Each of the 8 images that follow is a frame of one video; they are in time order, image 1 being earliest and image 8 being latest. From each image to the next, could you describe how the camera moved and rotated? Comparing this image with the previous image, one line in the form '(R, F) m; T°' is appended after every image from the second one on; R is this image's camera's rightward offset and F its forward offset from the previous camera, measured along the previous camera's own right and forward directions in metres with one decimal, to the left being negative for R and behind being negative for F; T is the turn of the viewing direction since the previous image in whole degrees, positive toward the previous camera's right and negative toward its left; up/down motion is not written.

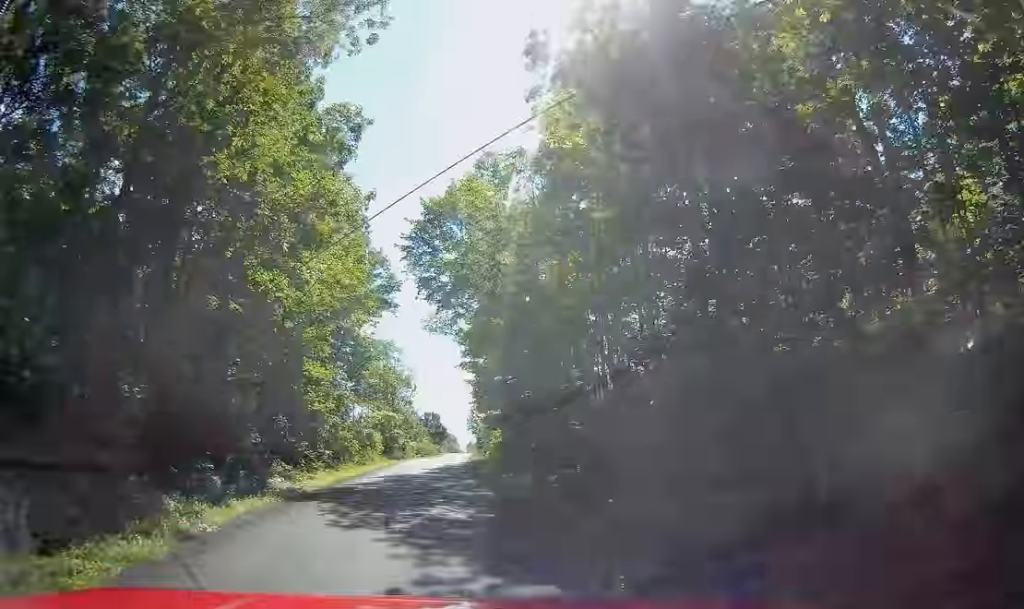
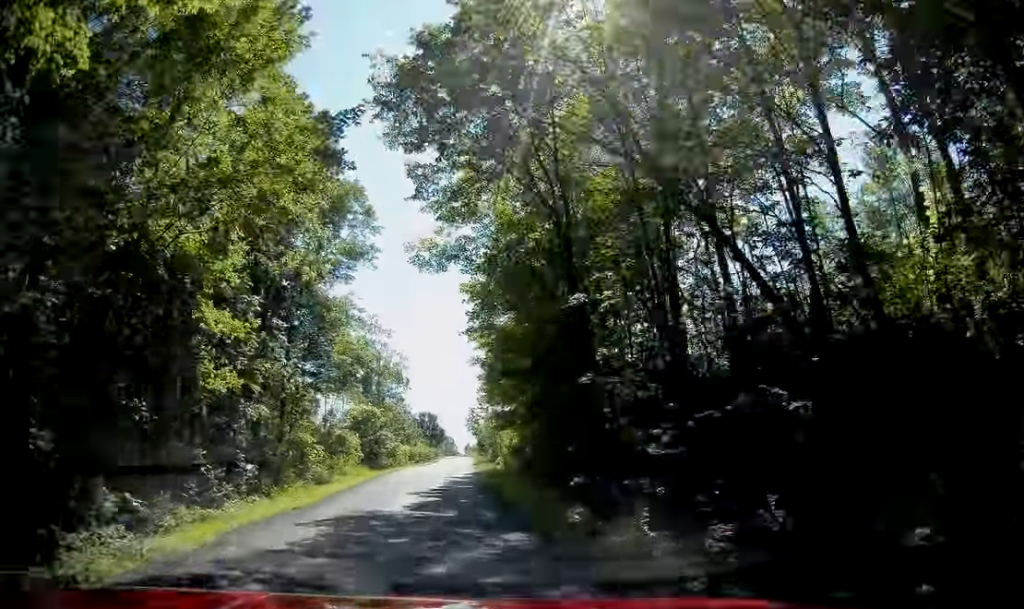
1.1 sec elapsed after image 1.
(+0.2, +15.2) m; +1°
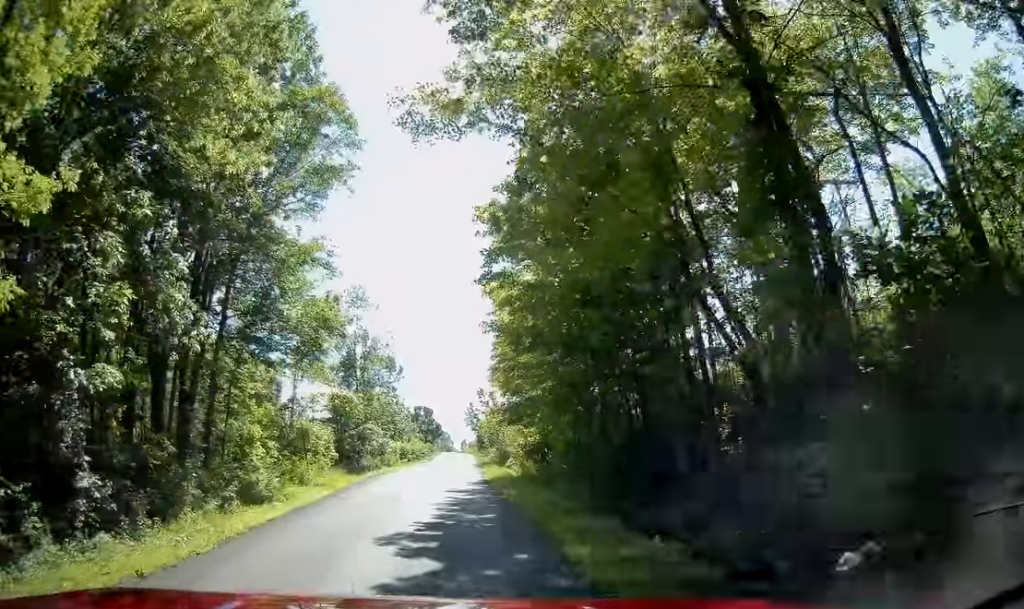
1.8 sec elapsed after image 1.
(0.0, +10.6) m; 0°
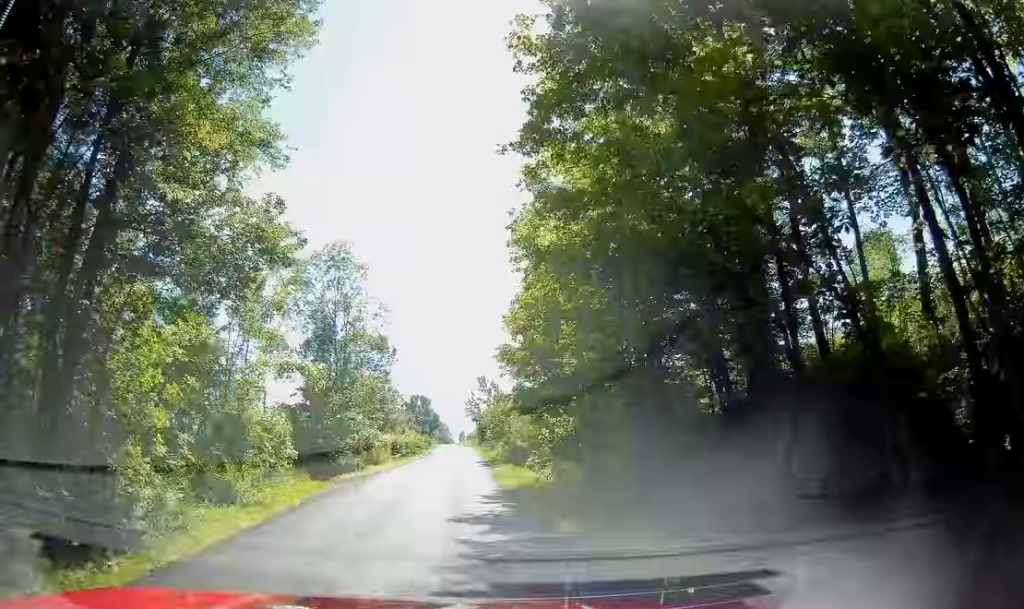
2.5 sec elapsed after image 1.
(0.0, +10.3) m; +1°
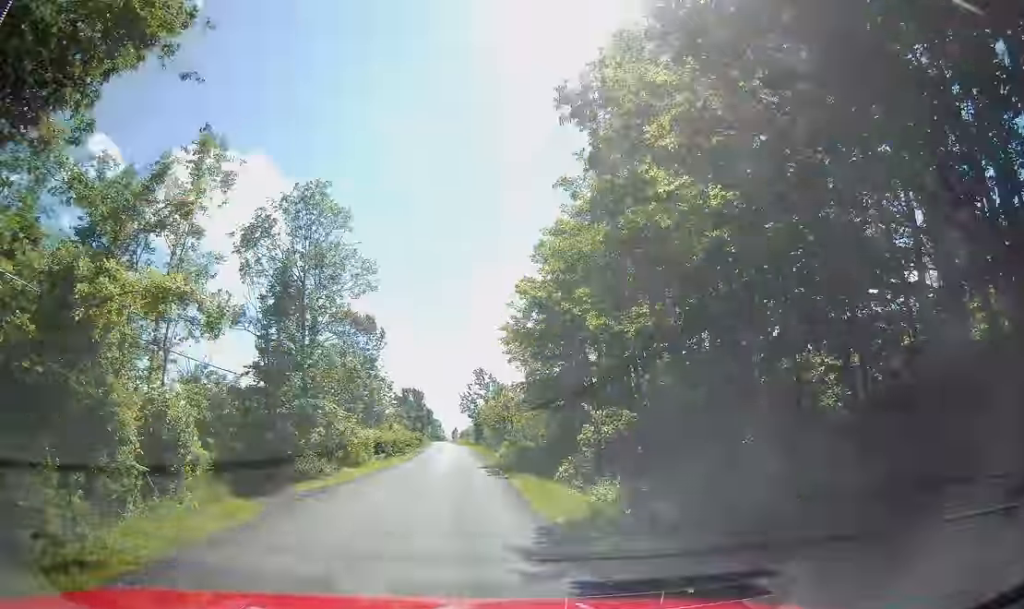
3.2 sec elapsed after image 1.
(+0.1, +10.0) m; +2°
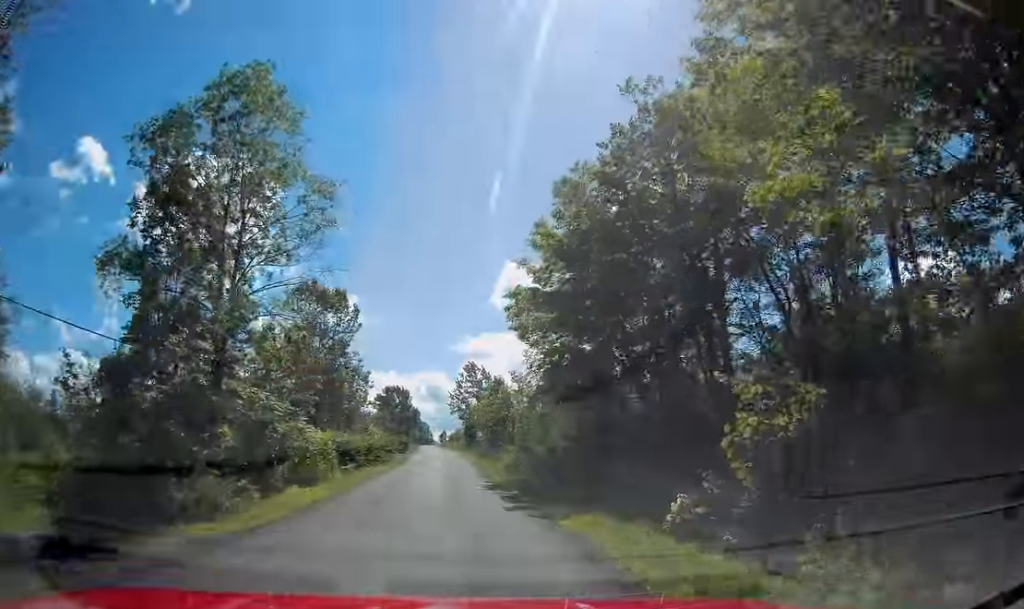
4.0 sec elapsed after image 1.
(+0.2, +12.2) m; +2°
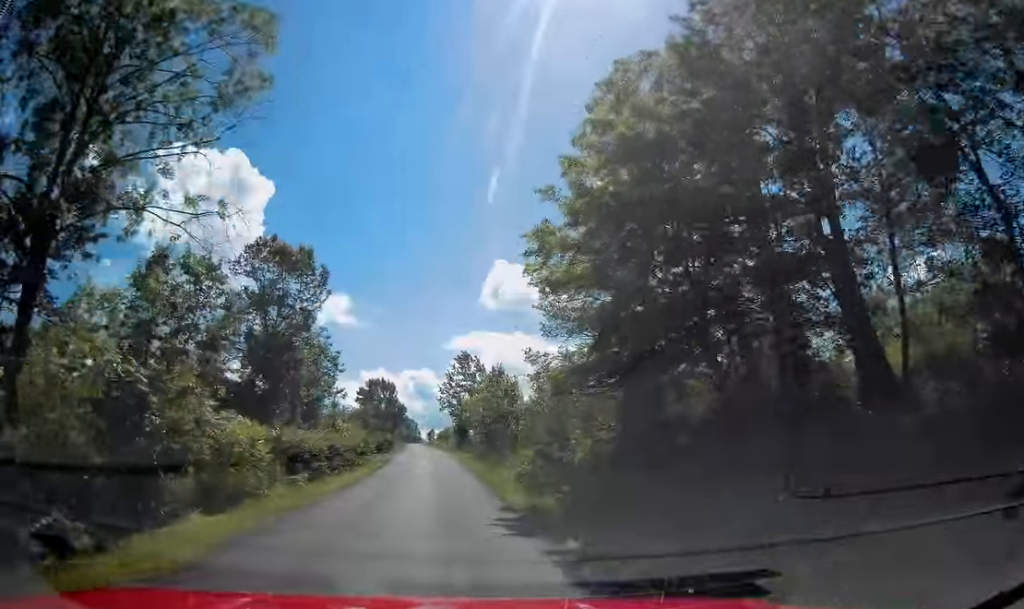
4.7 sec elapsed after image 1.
(+0.3, +10.9) m; 0°
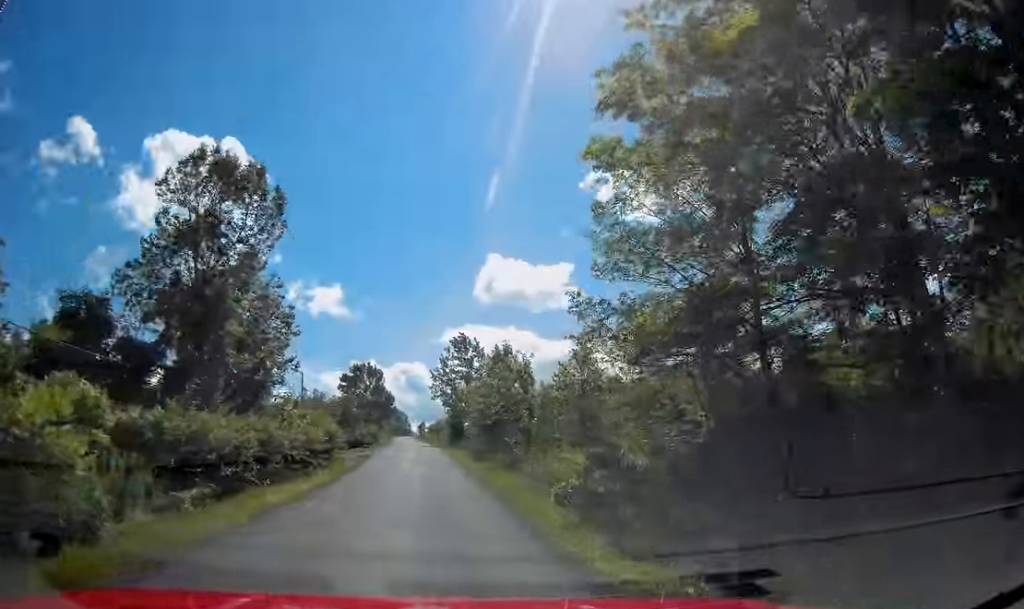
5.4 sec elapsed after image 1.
(-0.2, +11.8) m; +1°
